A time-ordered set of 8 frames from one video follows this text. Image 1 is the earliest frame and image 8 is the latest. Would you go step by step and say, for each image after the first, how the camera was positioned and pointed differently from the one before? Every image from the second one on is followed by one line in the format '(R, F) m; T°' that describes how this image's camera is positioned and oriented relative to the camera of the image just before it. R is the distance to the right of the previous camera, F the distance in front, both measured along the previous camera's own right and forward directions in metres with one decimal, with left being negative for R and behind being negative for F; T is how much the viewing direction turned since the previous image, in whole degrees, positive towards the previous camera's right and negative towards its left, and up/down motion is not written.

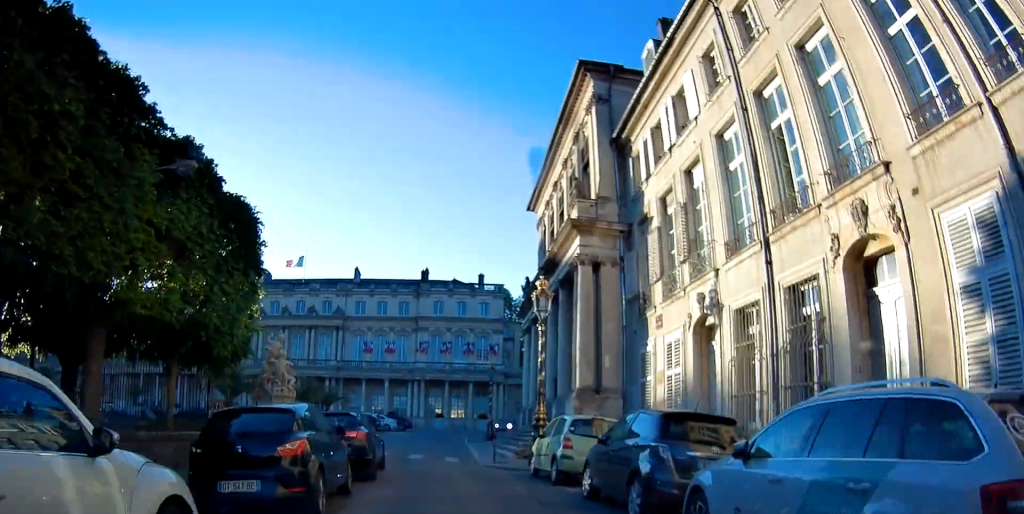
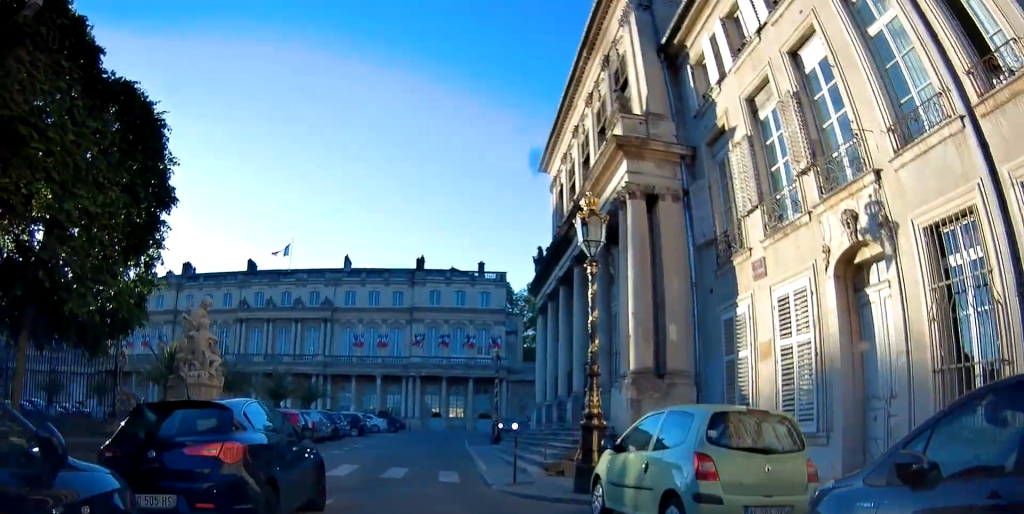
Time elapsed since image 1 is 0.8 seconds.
(0.0, +6.5) m; -3°
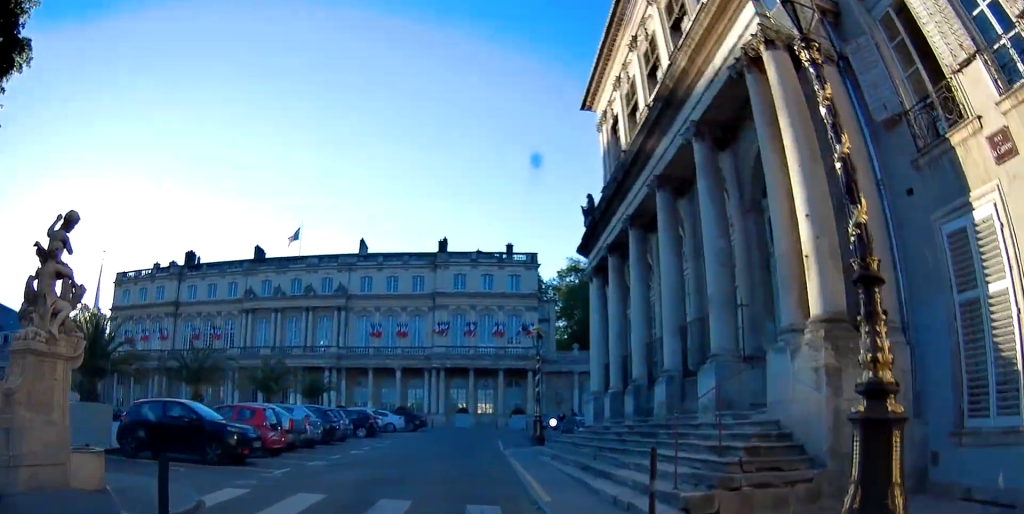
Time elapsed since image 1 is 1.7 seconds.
(-0.5, +7.3) m; -2°
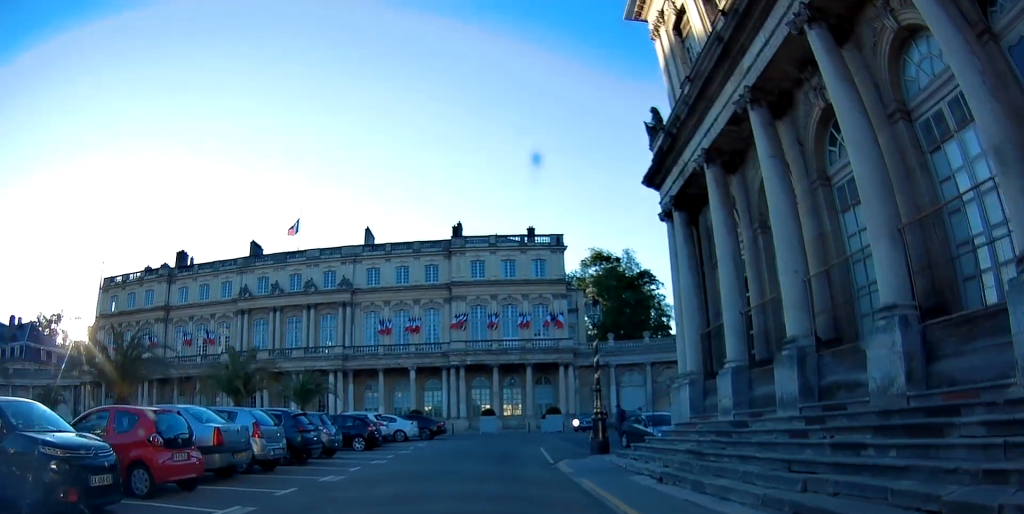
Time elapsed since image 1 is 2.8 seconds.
(+0.2, +7.7) m; +5°
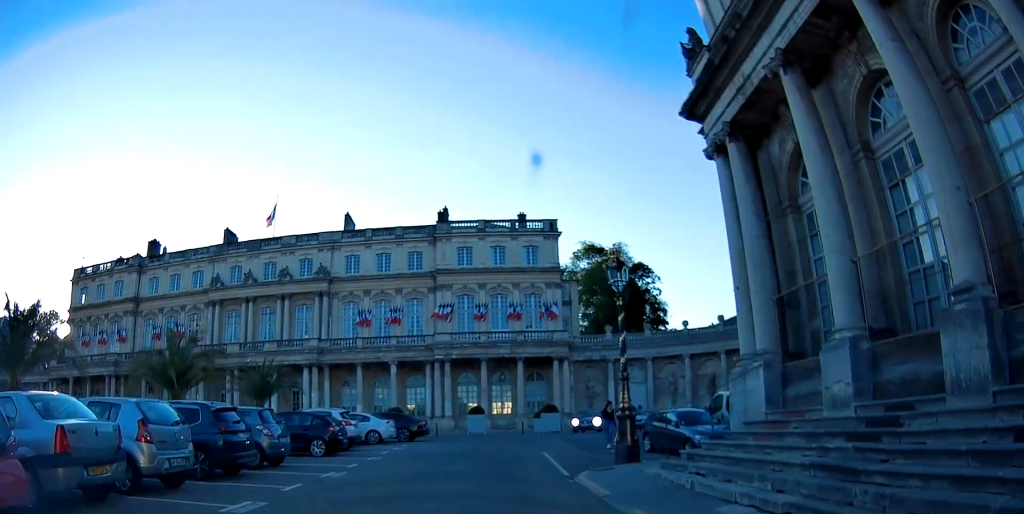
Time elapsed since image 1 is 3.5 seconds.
(+0.2, +4.4) m; -1°
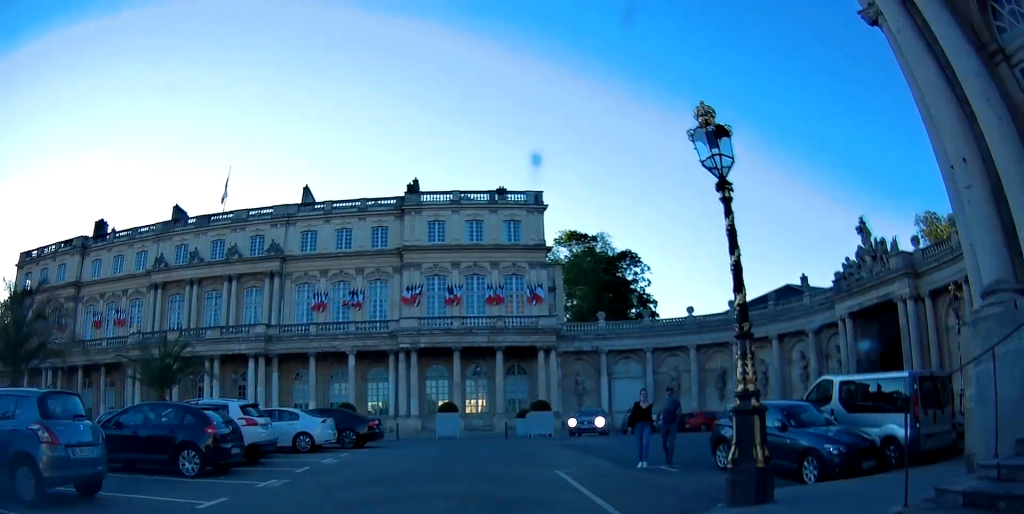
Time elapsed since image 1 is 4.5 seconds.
(-0.2, +6.9) m; -1°
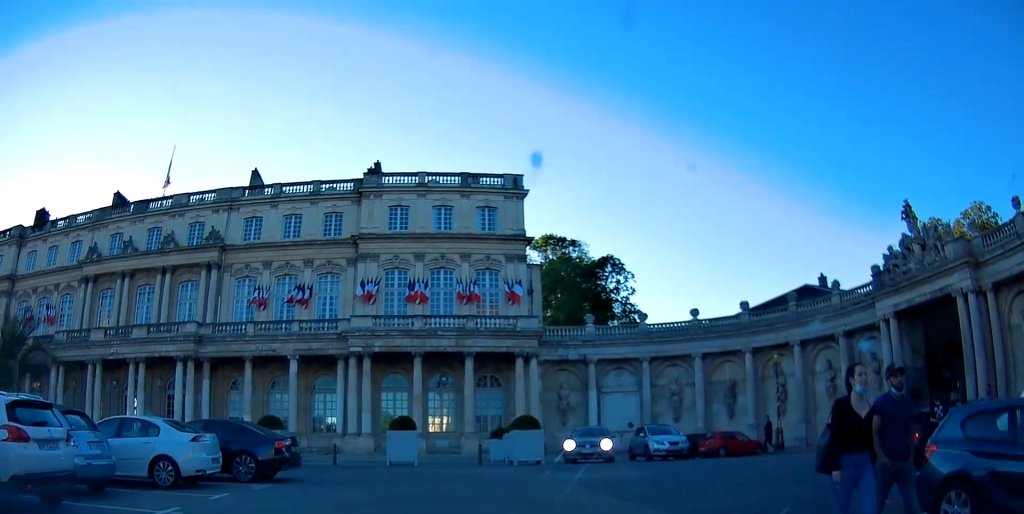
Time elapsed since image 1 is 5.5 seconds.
(+0.1, +7.0) m; +4°
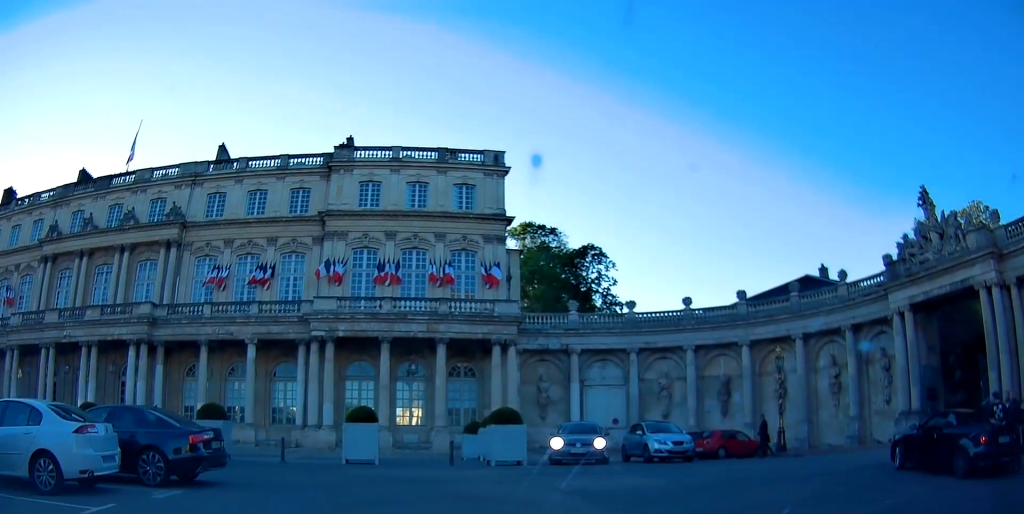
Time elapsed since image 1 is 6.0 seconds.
(+0.1, +3.1) m; +2°
